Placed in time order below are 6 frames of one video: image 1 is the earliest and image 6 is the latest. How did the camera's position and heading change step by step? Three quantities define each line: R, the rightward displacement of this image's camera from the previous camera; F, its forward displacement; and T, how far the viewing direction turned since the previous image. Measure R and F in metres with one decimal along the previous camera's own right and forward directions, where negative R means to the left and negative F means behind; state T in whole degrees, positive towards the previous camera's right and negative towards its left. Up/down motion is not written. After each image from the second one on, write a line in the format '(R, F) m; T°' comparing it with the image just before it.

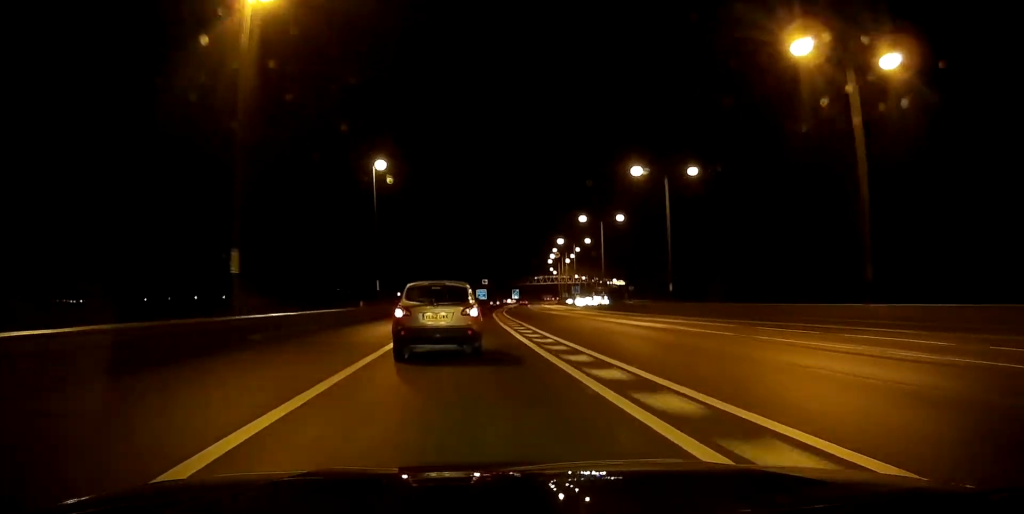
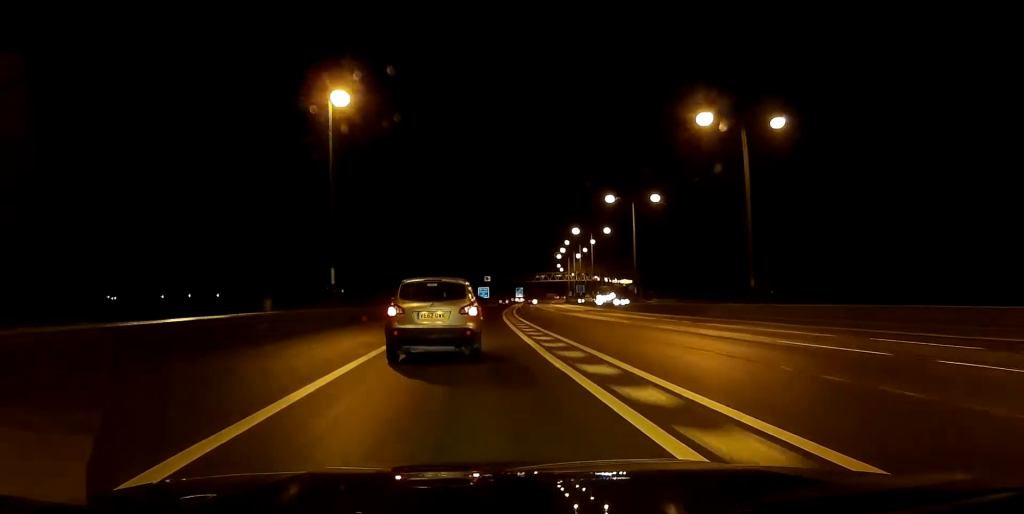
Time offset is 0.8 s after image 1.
(0.0, +20.0) m; 0°
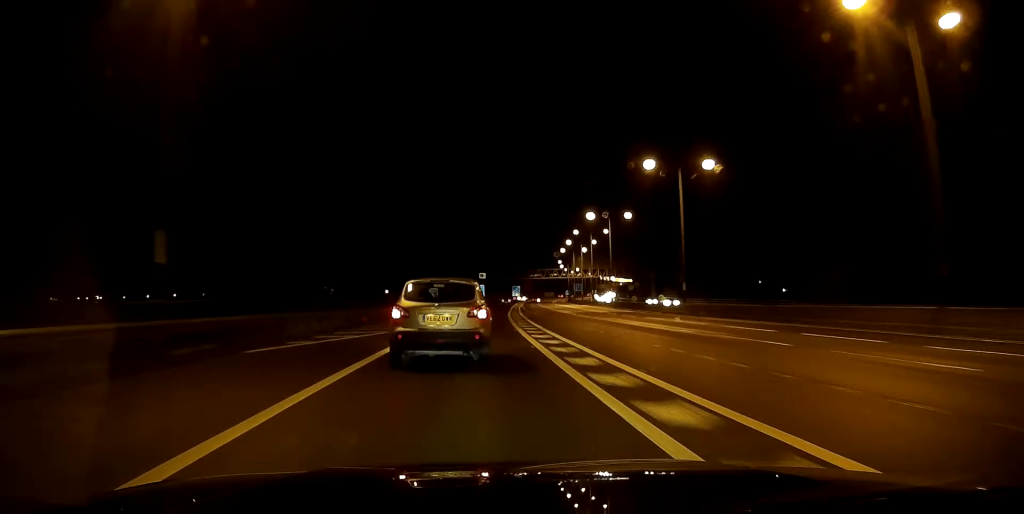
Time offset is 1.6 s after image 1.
(0.0, +22.2) m; +1°
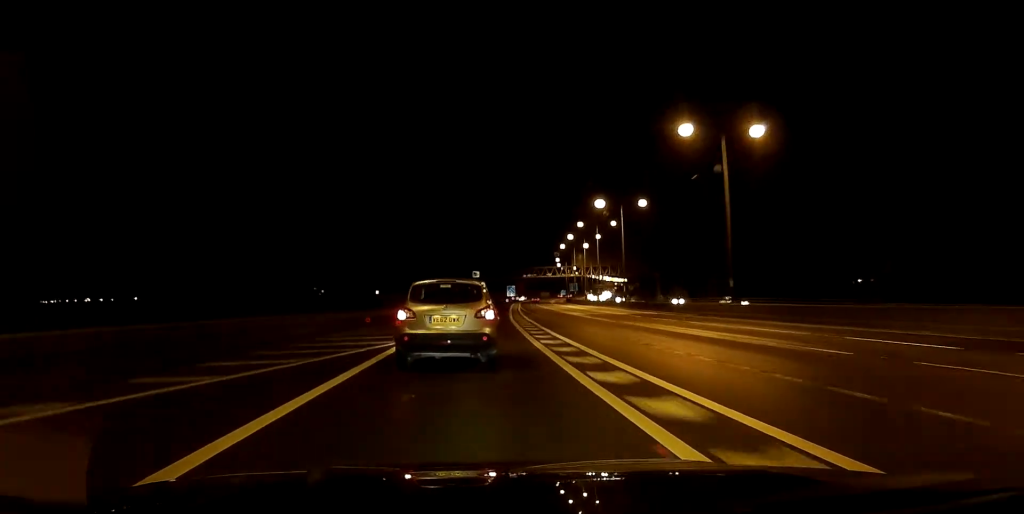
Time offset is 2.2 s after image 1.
(0.0, +13.5) m; +1°
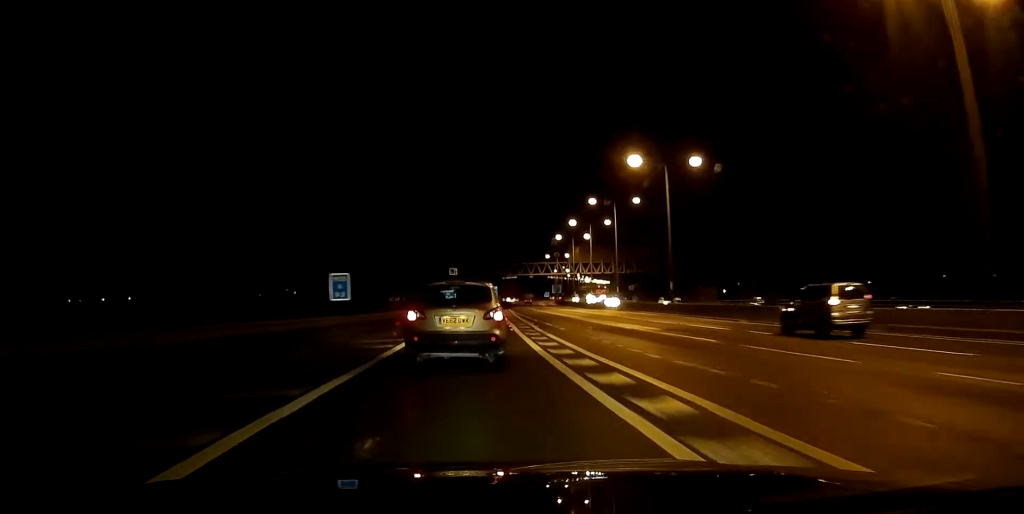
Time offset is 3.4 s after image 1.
(+0.5, +30.2) m; +2°
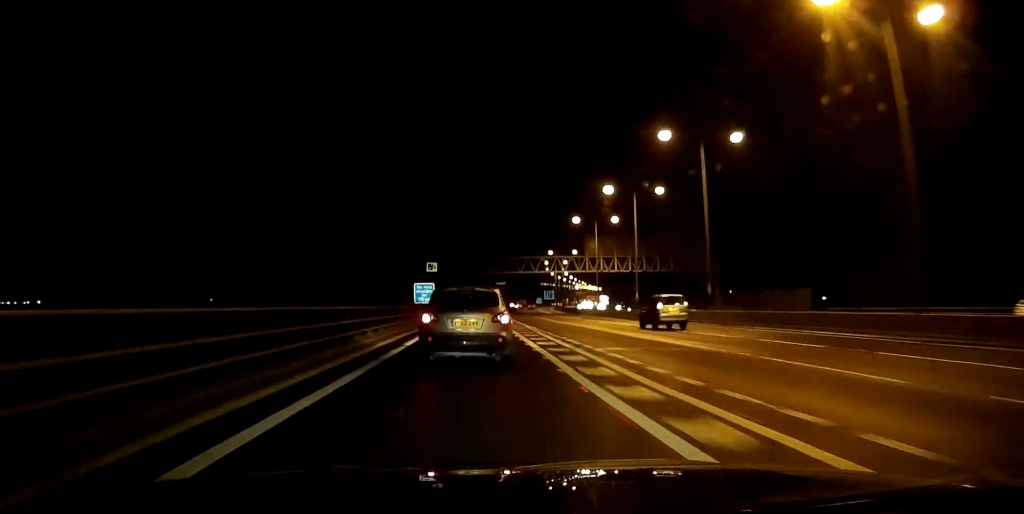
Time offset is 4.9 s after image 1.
(+0.3, +38.6) m; +1°
